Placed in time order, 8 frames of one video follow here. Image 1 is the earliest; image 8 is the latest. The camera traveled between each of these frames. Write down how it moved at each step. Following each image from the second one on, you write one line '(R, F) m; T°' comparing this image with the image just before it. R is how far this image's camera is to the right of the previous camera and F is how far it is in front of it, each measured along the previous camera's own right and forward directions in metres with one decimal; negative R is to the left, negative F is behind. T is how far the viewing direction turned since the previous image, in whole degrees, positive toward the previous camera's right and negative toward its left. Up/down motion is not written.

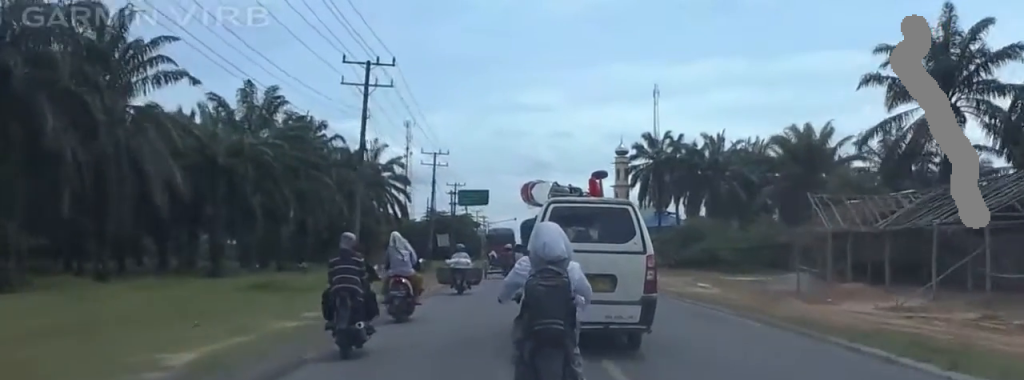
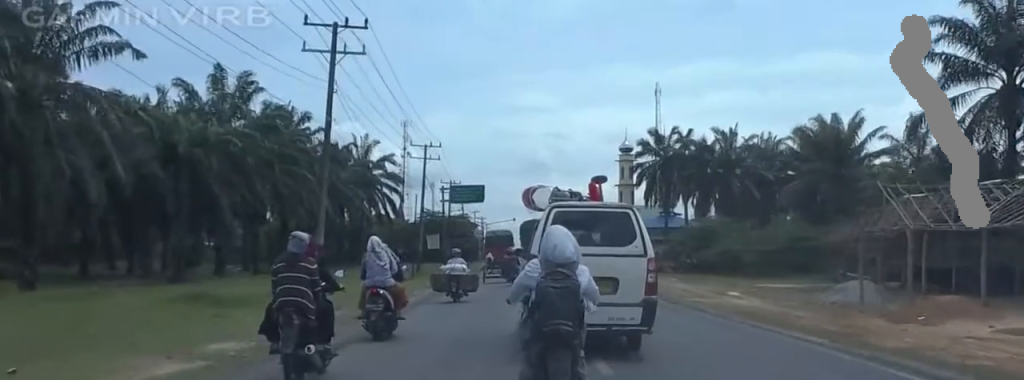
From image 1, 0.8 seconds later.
(+1.0, +7.3) m; 0°
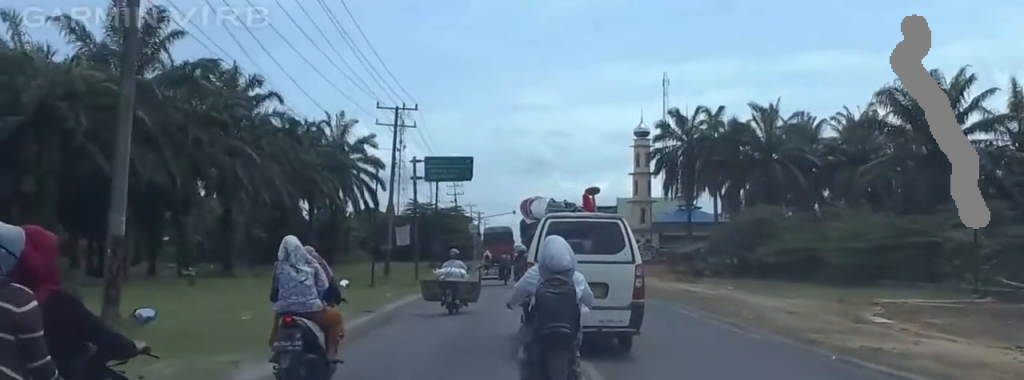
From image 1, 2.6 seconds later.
(+0.1, +17.9) m; +1°
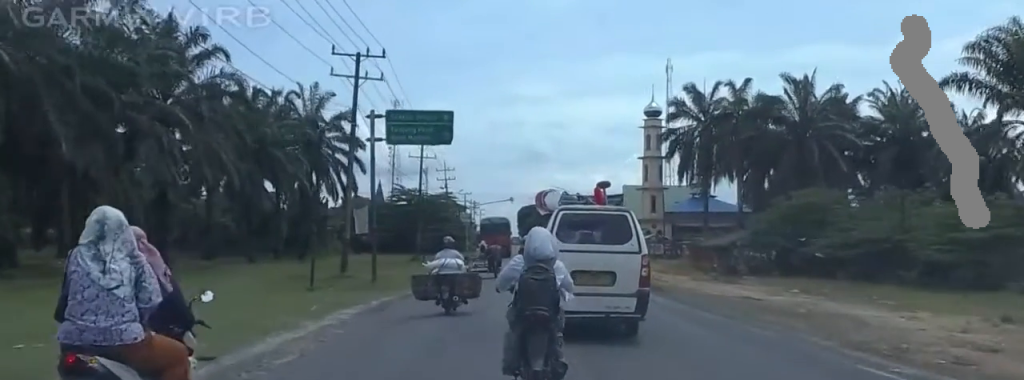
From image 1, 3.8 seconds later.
(-0.6, +12.5) m; -1°
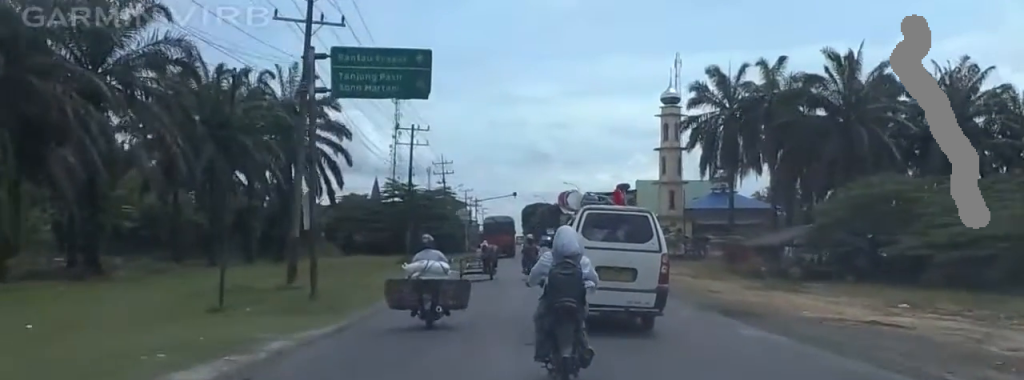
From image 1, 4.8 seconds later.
(+0.9, +10.3) m; 0°
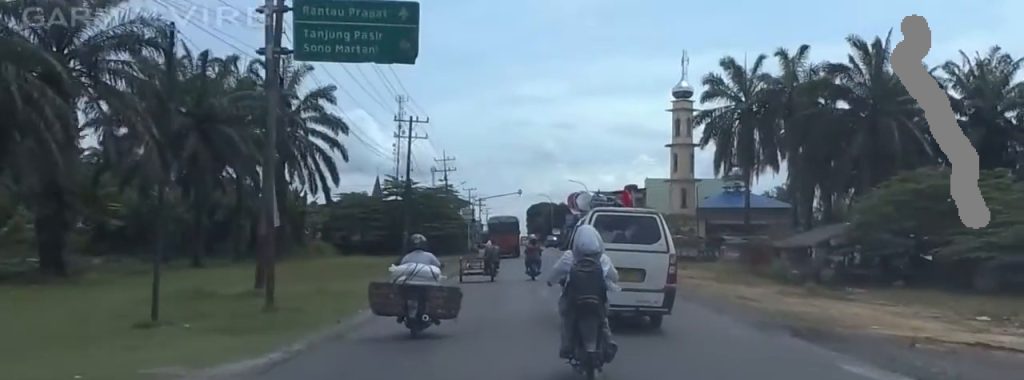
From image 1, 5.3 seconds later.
(-0.2, +4.3) m; 0°
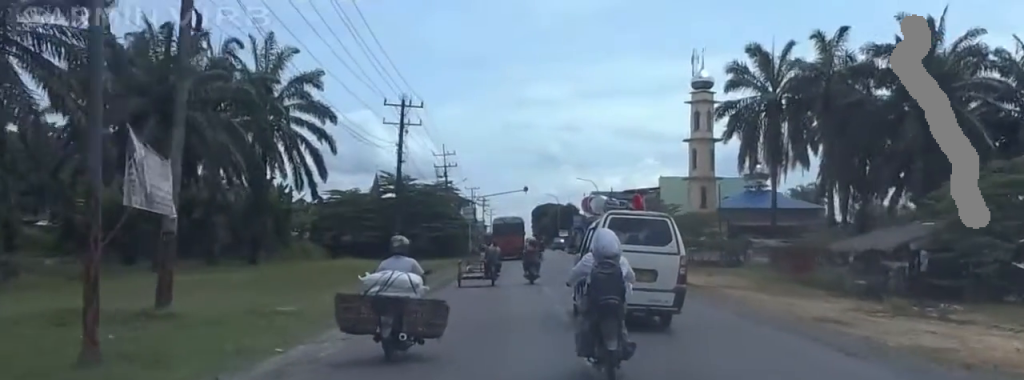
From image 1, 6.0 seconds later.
(-0.9, +7.5) m; +1°
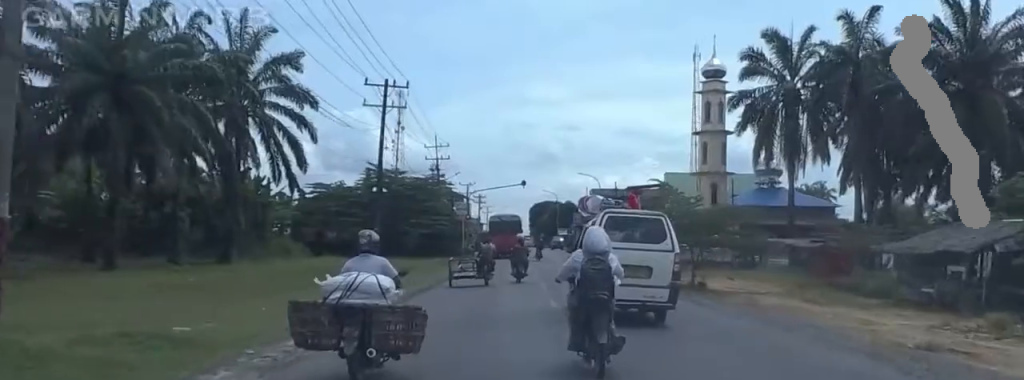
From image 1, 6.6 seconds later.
(+0.9, +6.0) m; +1°
